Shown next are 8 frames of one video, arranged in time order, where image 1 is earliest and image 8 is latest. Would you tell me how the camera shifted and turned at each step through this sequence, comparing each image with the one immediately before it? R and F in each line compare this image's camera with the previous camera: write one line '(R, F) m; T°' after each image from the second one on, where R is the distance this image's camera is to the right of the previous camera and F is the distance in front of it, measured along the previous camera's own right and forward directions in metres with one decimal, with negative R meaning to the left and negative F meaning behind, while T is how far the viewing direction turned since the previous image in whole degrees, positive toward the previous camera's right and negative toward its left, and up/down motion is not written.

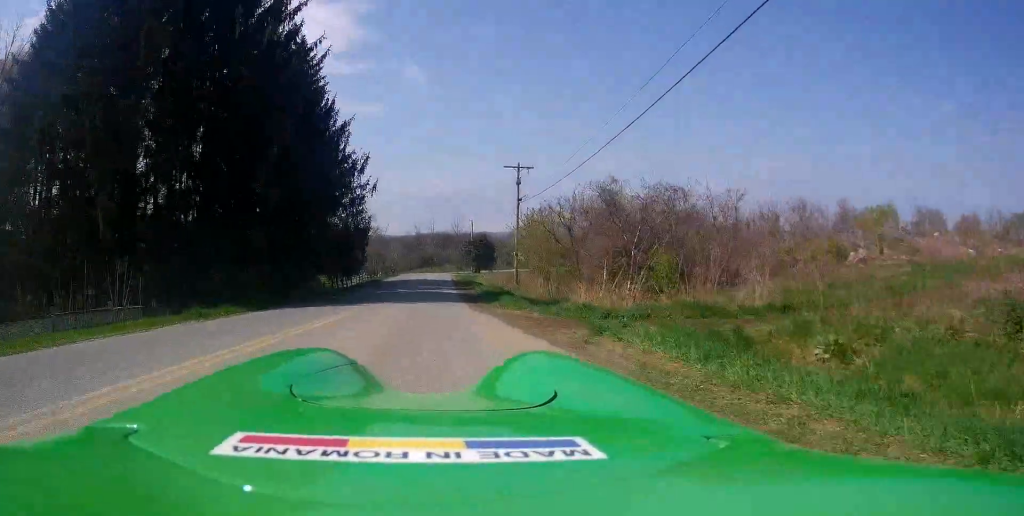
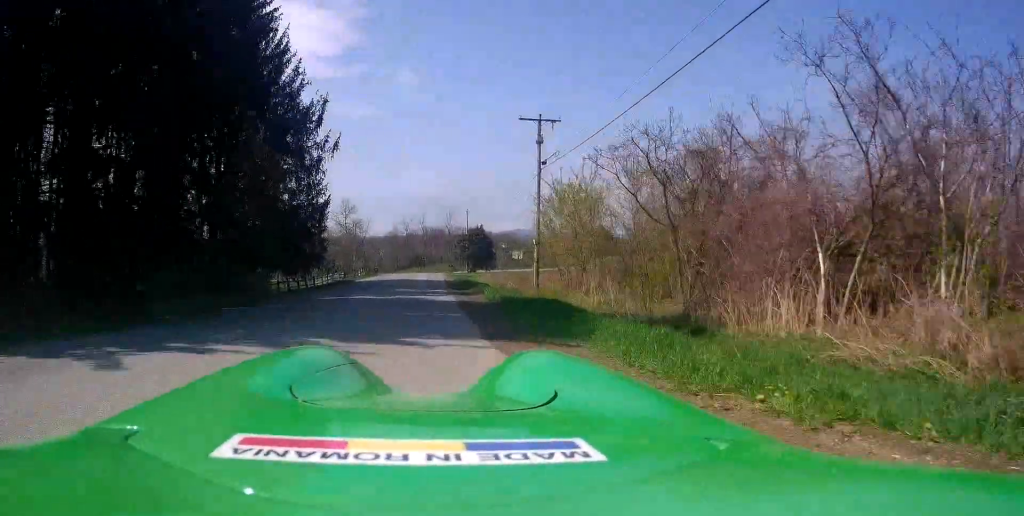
(+0.2, +13.8) m; 0°
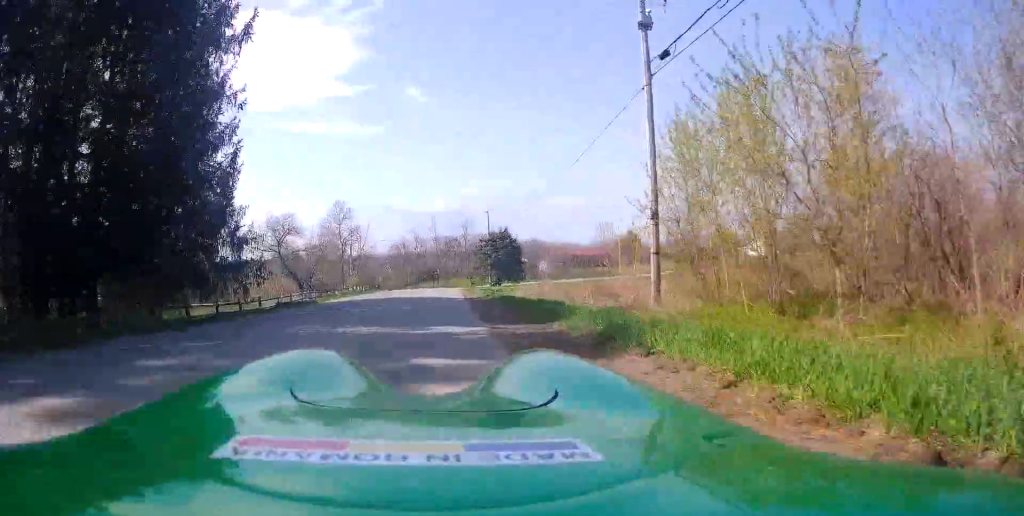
(-0.3, +17.3) m; -2°
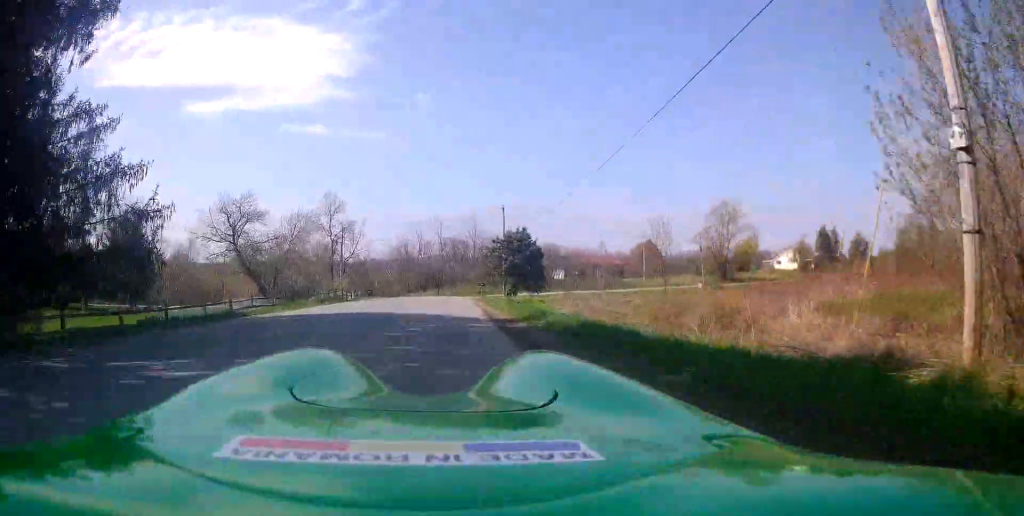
(0.0, +11.1) m; 0°
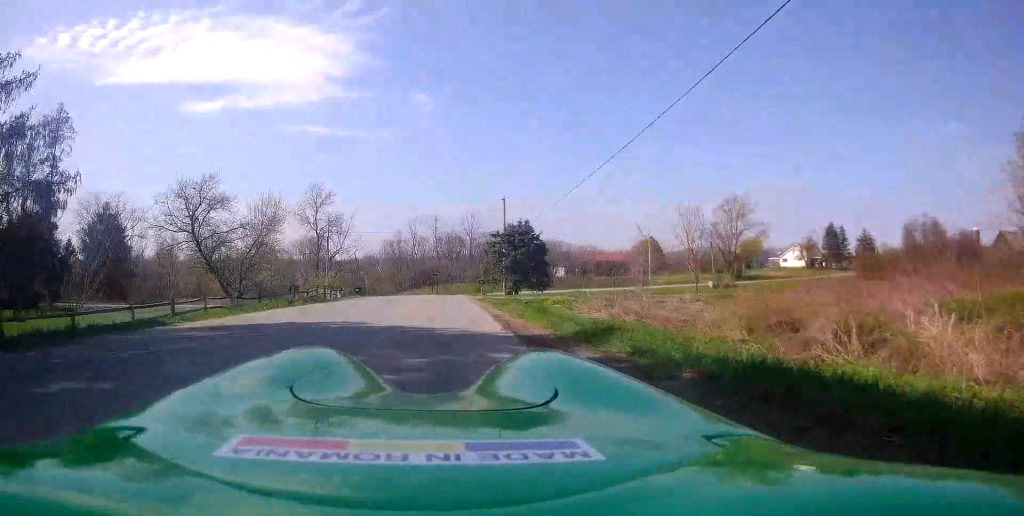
(0.0, +5.7) m; 0°
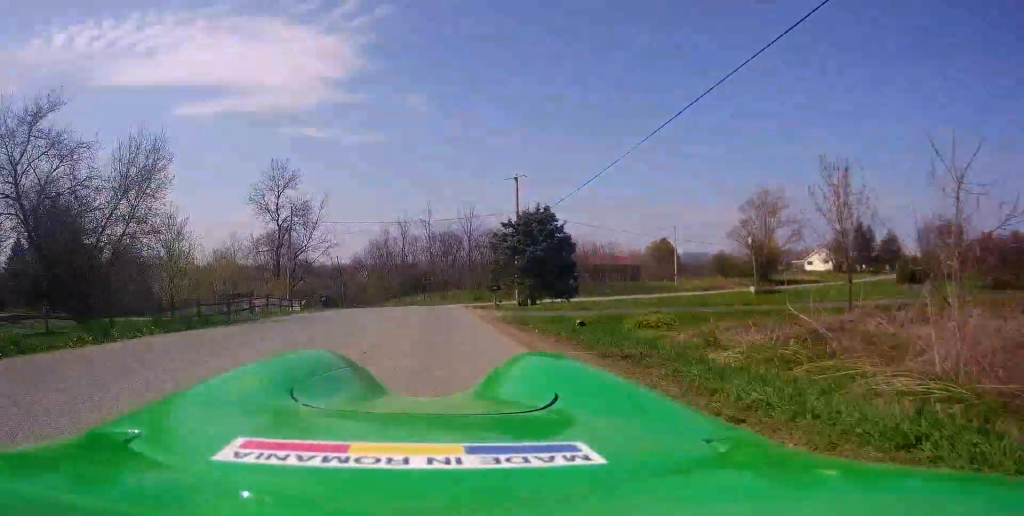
(+0.1, +13.7) m; 0°
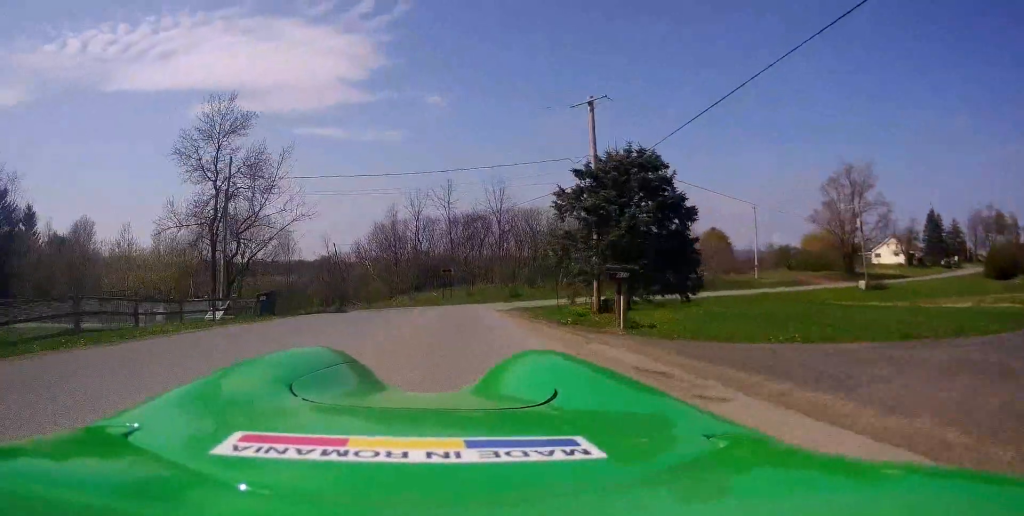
(-0.4, +18.4) m; -3°
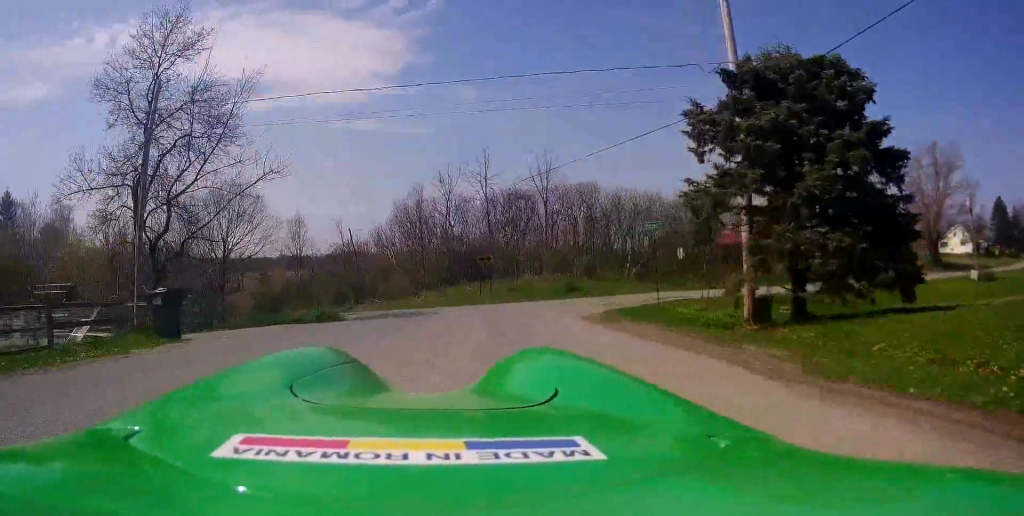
(-0.2, +11.5) m; -1°
